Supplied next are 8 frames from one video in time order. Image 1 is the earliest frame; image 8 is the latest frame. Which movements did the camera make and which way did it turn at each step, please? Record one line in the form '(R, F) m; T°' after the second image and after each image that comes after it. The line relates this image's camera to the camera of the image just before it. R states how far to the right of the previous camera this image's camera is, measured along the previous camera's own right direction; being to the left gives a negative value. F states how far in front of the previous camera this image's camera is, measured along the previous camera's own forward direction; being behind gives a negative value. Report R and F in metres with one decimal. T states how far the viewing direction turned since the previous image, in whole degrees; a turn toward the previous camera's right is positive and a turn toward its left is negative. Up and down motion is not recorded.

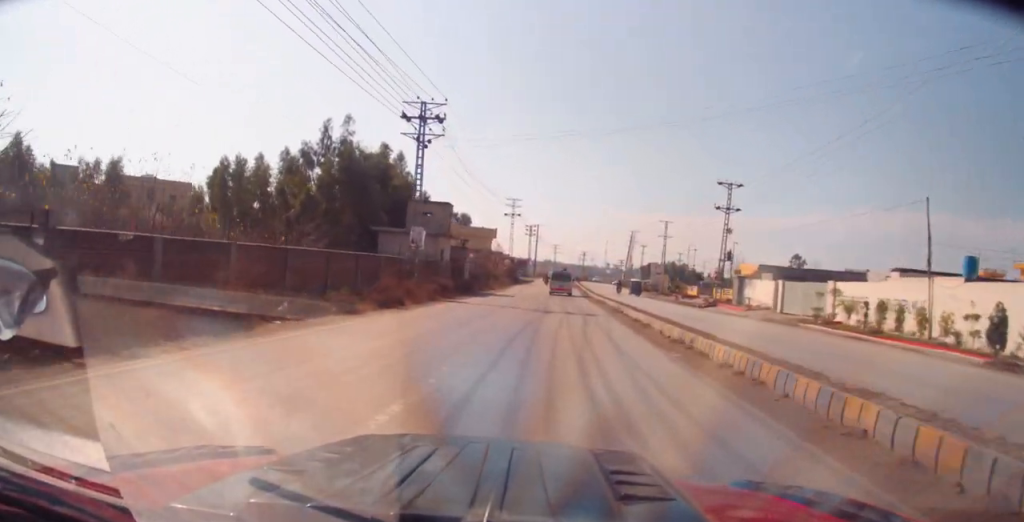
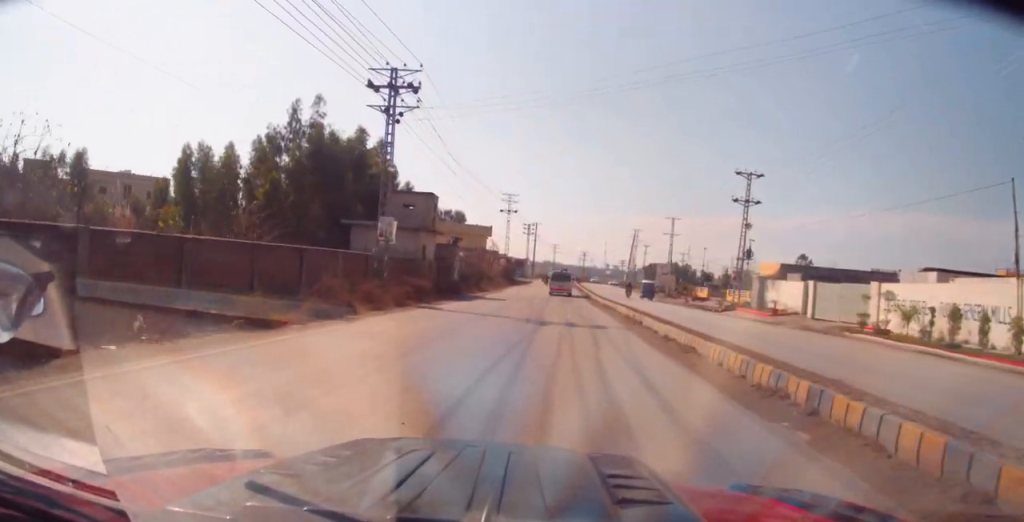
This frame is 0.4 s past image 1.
(+0.1, +6.3) m; 0°
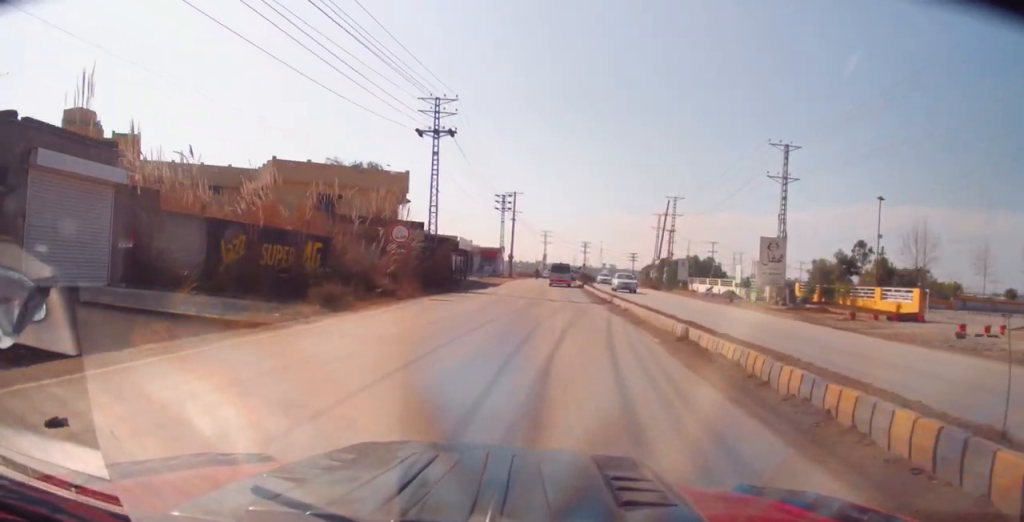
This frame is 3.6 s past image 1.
(-1.1, +46.5) m; 0°
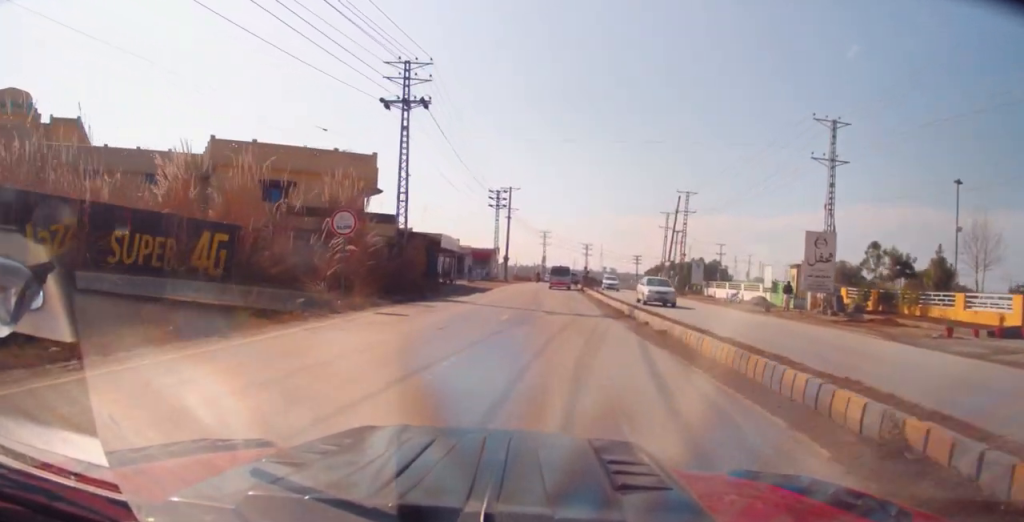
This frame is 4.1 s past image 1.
(+0.2, +7.7) m; 0°
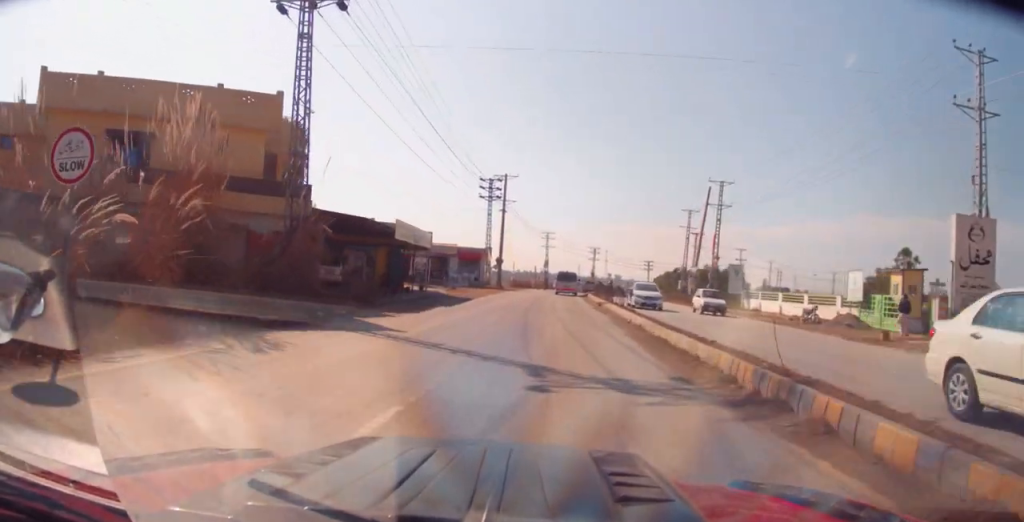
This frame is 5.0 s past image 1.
(+0.1, +13.0) m; -1°
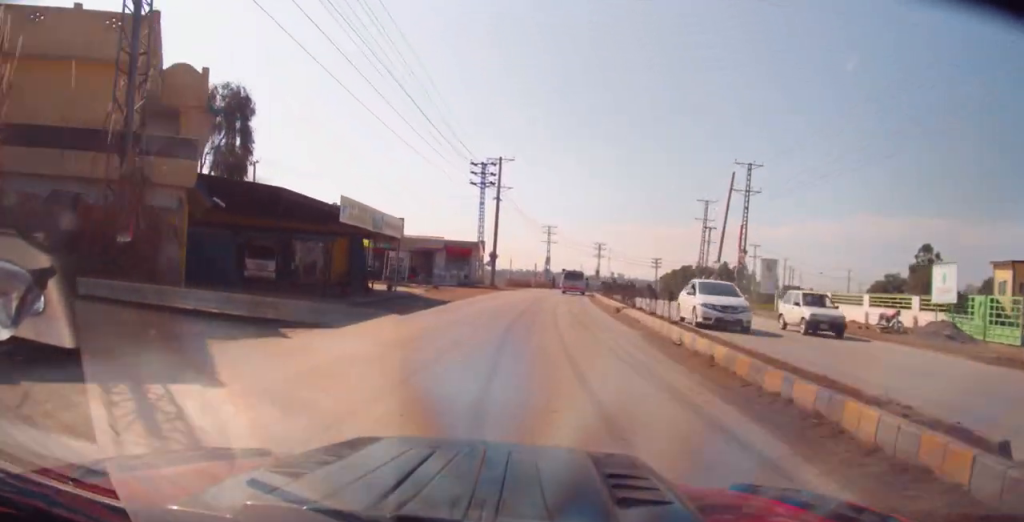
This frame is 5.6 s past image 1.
(-0.5, +8.1) m; 0°
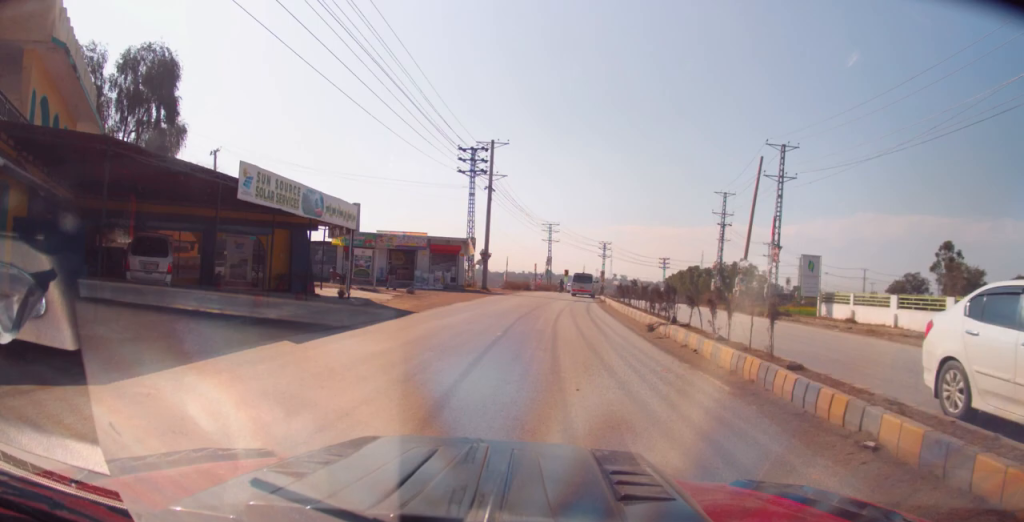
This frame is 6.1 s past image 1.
(+0.1, +7.4) m; 0°
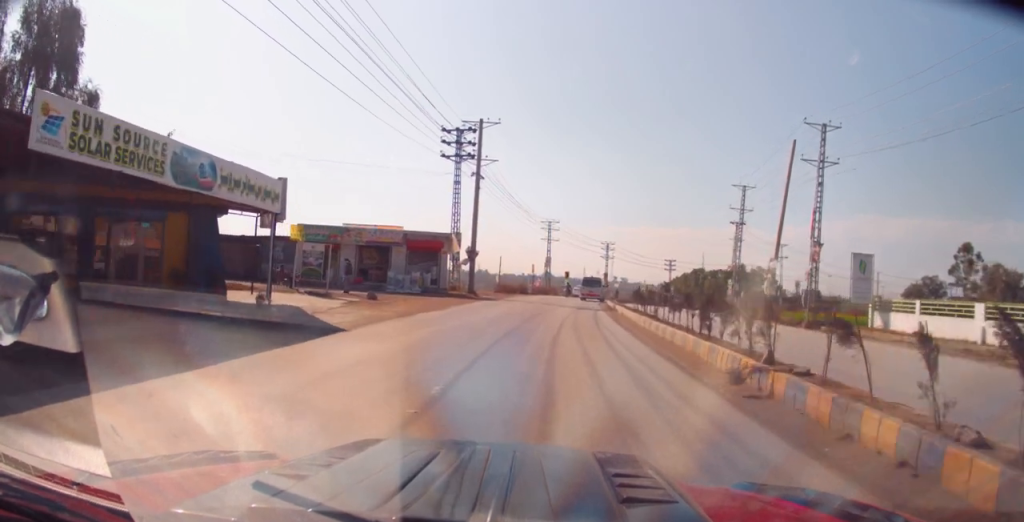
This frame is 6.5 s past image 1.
(+0.2, +6.7) m; +1°
